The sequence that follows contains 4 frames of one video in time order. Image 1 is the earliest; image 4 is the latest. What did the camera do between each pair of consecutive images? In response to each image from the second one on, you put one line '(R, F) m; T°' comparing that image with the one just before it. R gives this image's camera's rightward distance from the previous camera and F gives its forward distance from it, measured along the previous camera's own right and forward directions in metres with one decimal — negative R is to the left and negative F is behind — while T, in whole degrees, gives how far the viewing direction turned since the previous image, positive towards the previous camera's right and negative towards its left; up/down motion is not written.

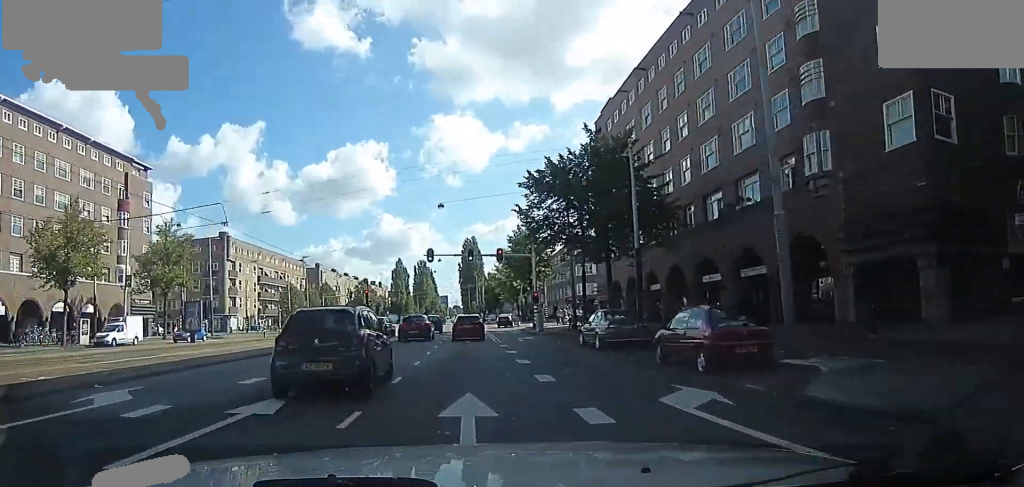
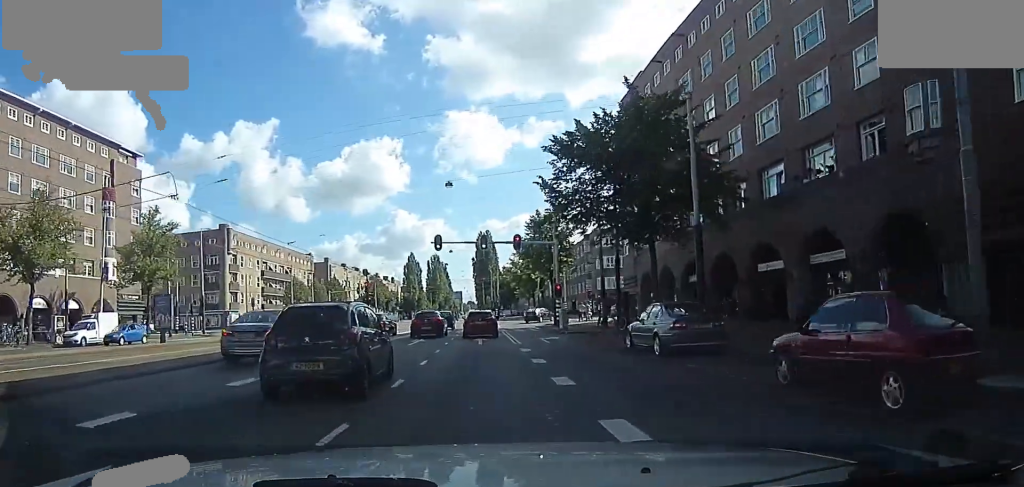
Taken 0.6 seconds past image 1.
(+0.2, +5.1) m; -7°
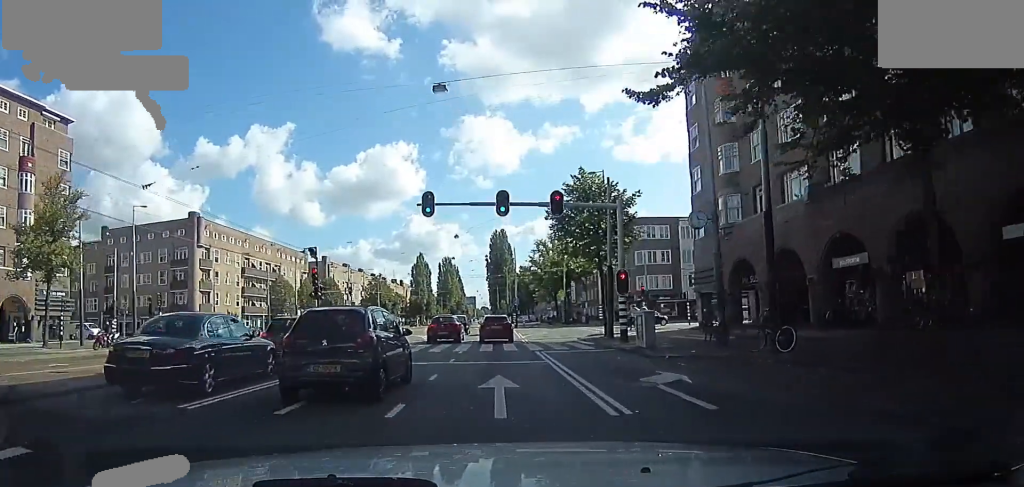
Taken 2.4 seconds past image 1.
(-2.2, +14.4) m; -1°
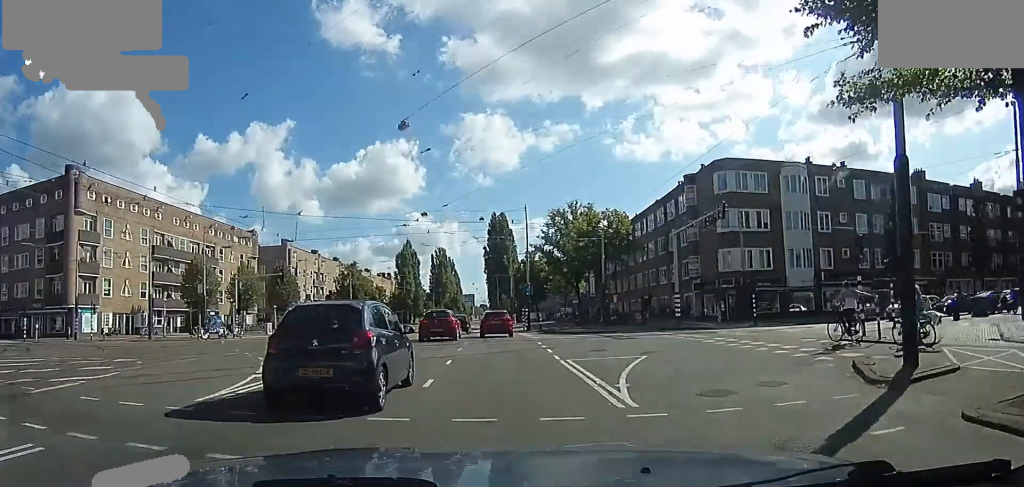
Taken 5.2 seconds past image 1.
(+1.1, +24.1) m; -1°
